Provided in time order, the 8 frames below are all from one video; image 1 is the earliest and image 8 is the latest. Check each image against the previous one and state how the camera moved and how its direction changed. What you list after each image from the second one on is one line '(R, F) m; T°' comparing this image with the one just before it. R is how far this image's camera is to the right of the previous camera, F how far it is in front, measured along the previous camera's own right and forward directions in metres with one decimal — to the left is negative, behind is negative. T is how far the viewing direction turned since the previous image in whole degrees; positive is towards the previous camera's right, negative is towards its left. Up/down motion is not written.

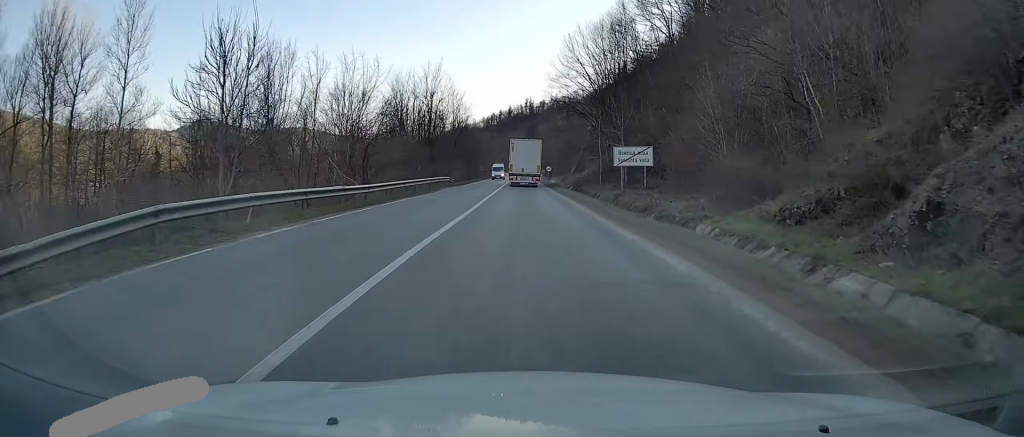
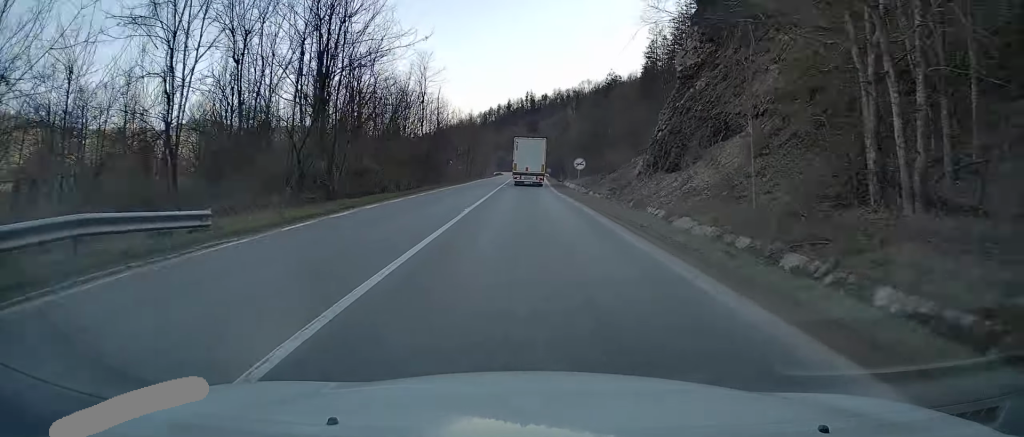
(+0.3, +47.6) m; +1°
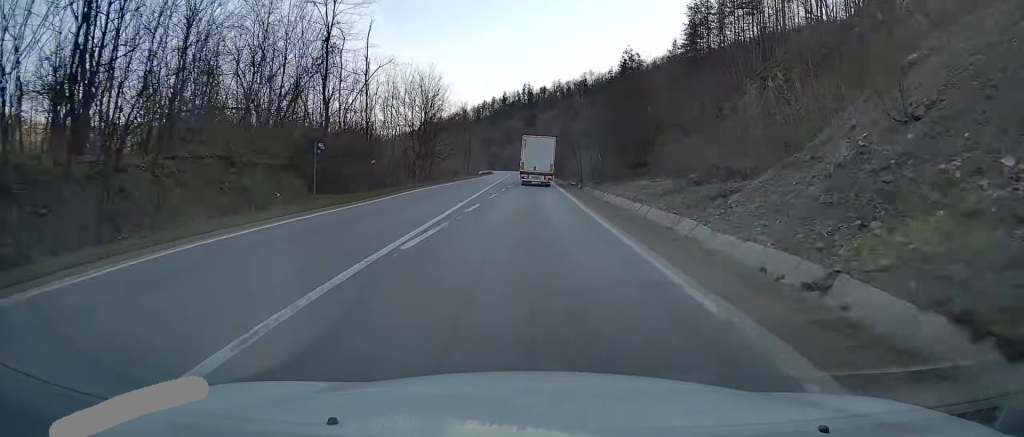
(+0.5, +40.6) m; +1°
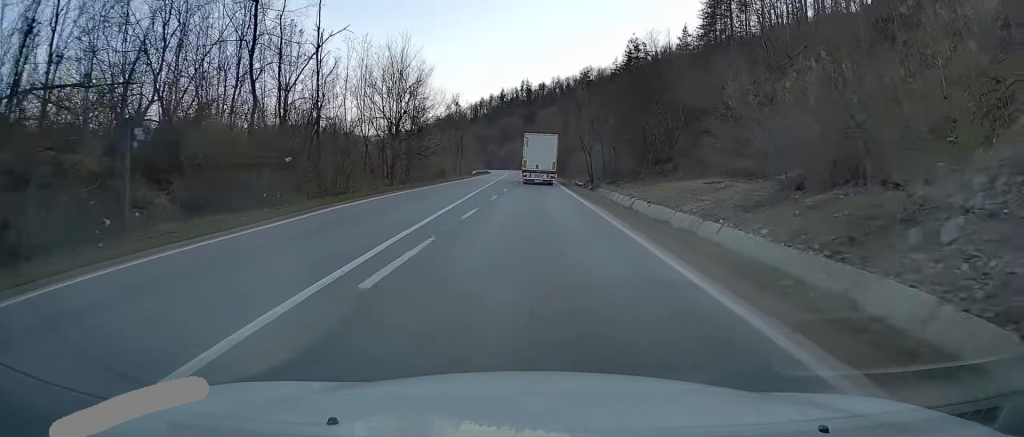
(+0.1, +12.1) m; 0°
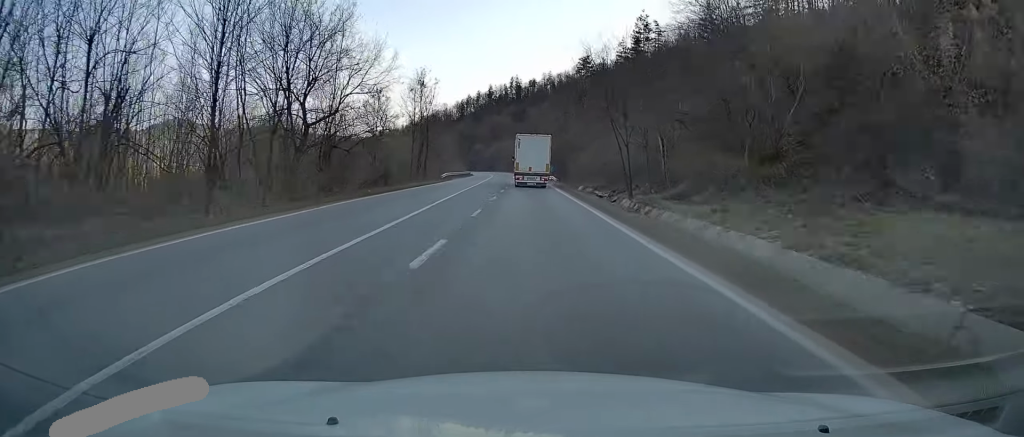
(-0.2, +26.6) m; 0°
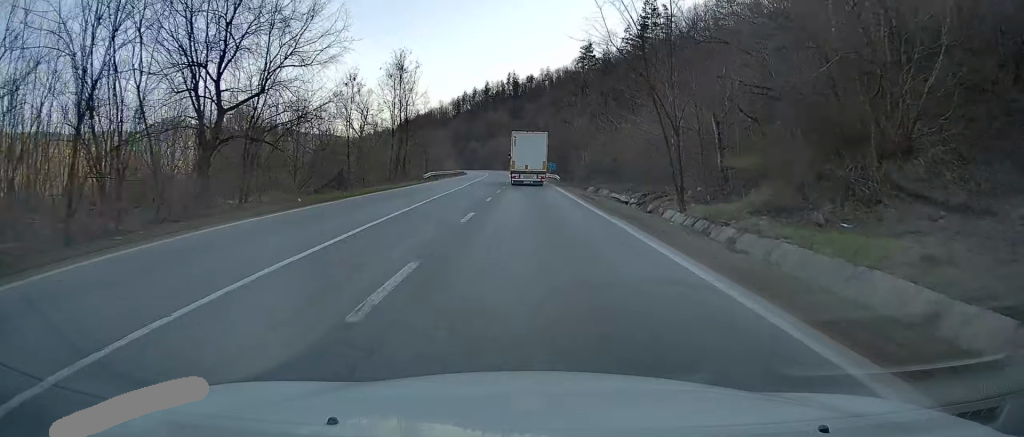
(+0.1, +11.7) m; 0°
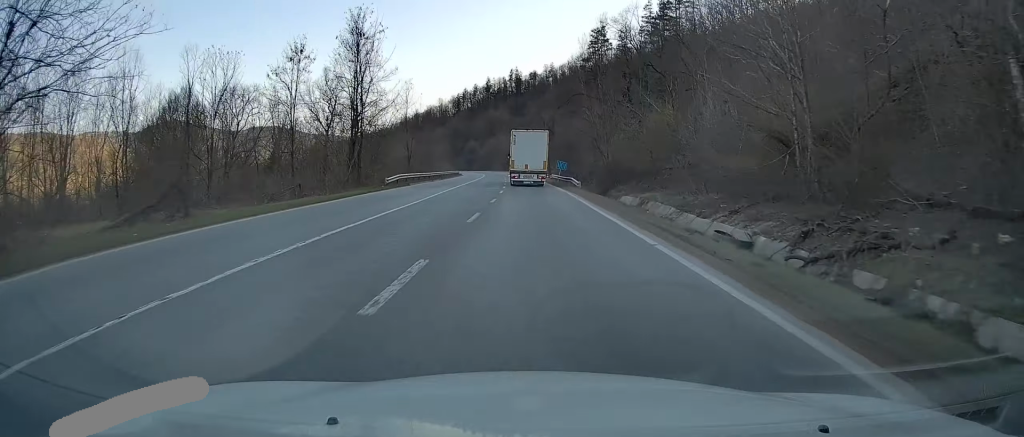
(+0.1, +18.1) m; 0°
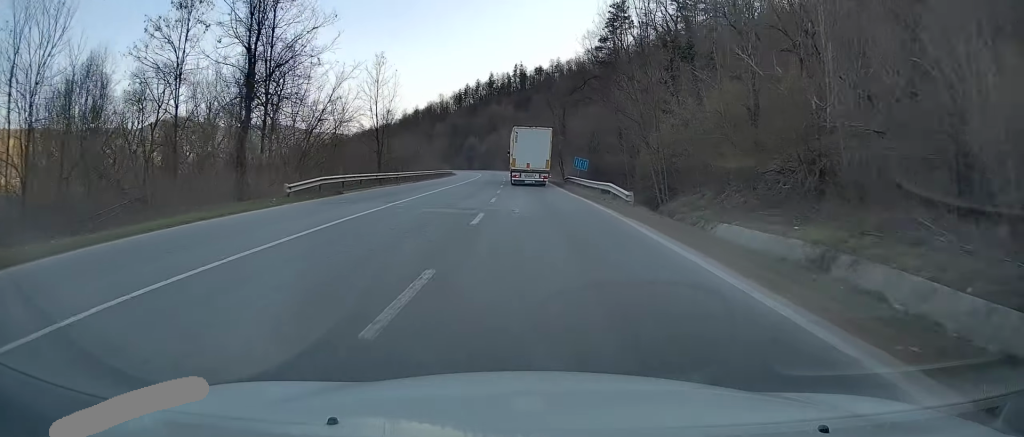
(-0.2, +19.4) m; -1°
